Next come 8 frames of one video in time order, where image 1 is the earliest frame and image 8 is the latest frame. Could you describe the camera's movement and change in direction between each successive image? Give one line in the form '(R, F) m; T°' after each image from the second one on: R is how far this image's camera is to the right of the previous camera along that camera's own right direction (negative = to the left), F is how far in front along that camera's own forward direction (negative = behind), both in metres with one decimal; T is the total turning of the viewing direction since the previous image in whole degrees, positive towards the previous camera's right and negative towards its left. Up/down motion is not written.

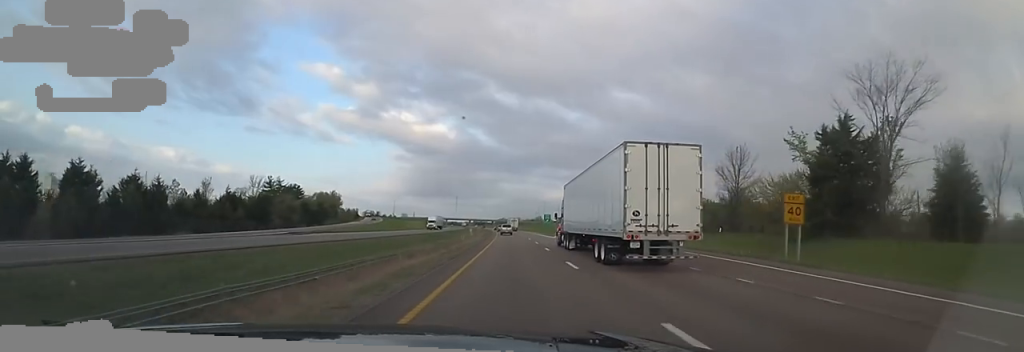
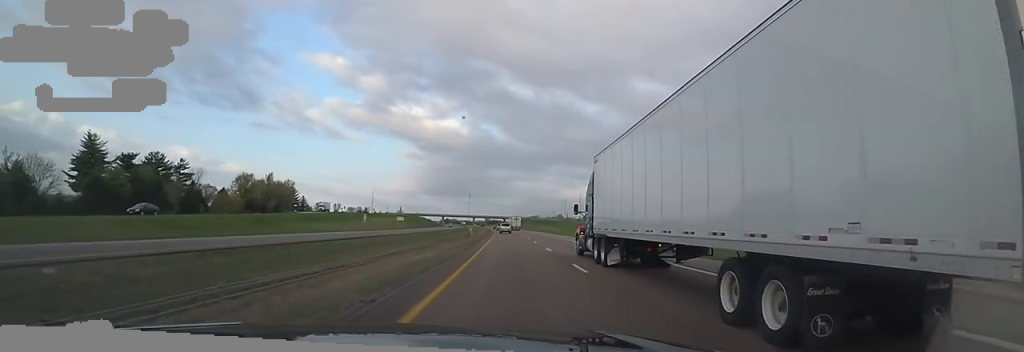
(-3.9, +89.5) m; -3°
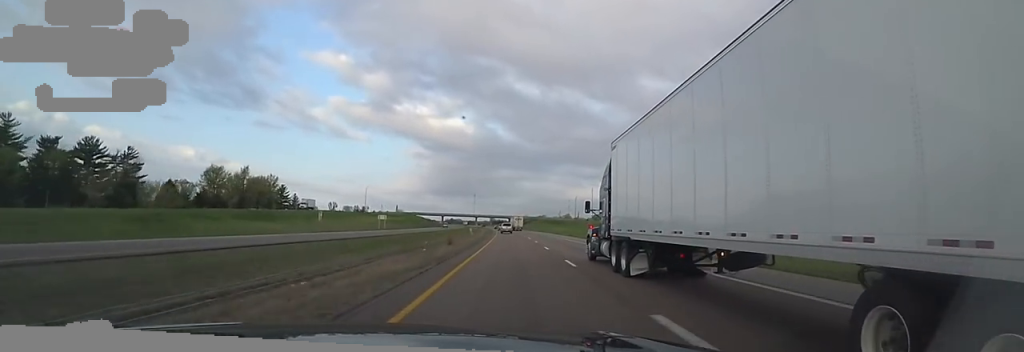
(+0.9, +22.4) m; 0°
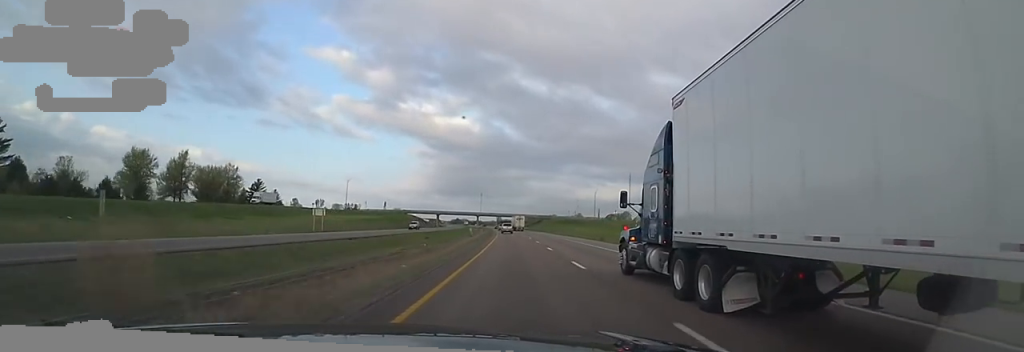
(-1.0, +37.7) m; 0°
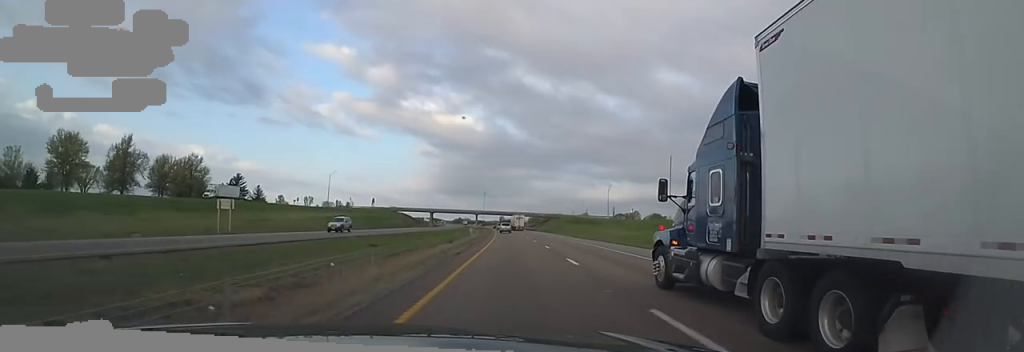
(+0.8, +23.2) m; -1°
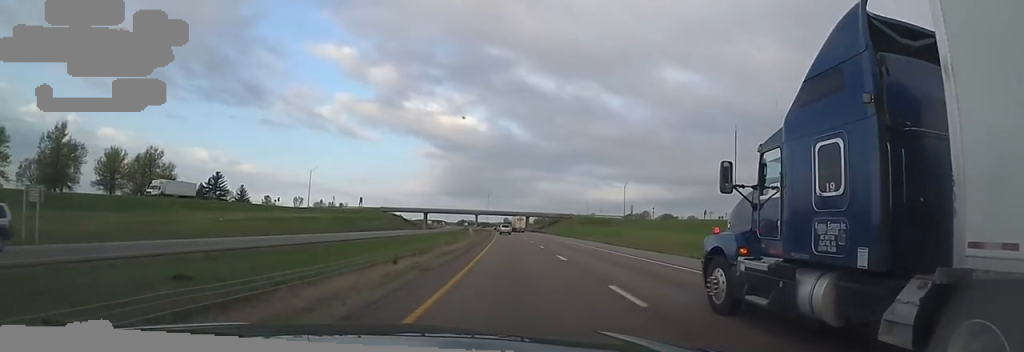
(0.0, +20.7) m; -2°
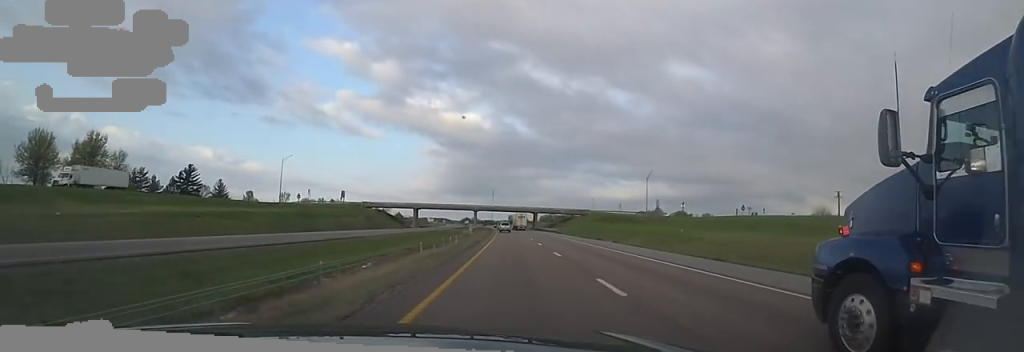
(-0.7, +22.9) m; -3°
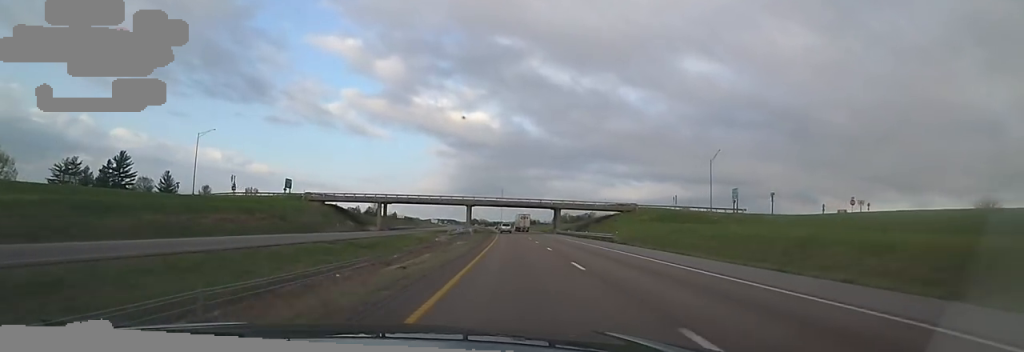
(-1.0, +42.7) m; 0°
